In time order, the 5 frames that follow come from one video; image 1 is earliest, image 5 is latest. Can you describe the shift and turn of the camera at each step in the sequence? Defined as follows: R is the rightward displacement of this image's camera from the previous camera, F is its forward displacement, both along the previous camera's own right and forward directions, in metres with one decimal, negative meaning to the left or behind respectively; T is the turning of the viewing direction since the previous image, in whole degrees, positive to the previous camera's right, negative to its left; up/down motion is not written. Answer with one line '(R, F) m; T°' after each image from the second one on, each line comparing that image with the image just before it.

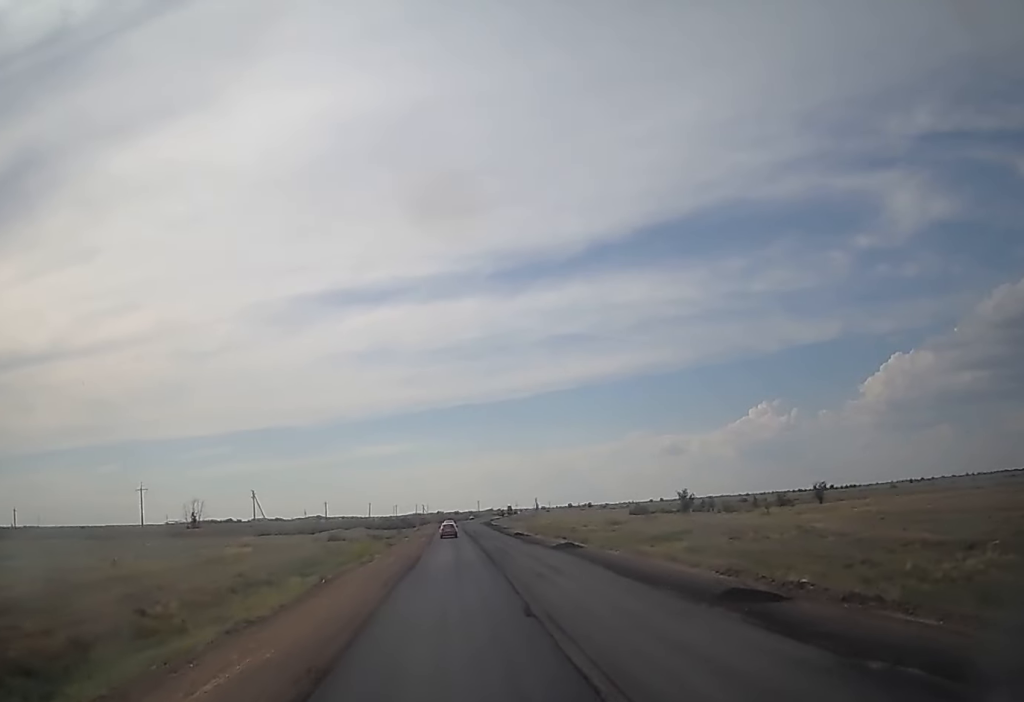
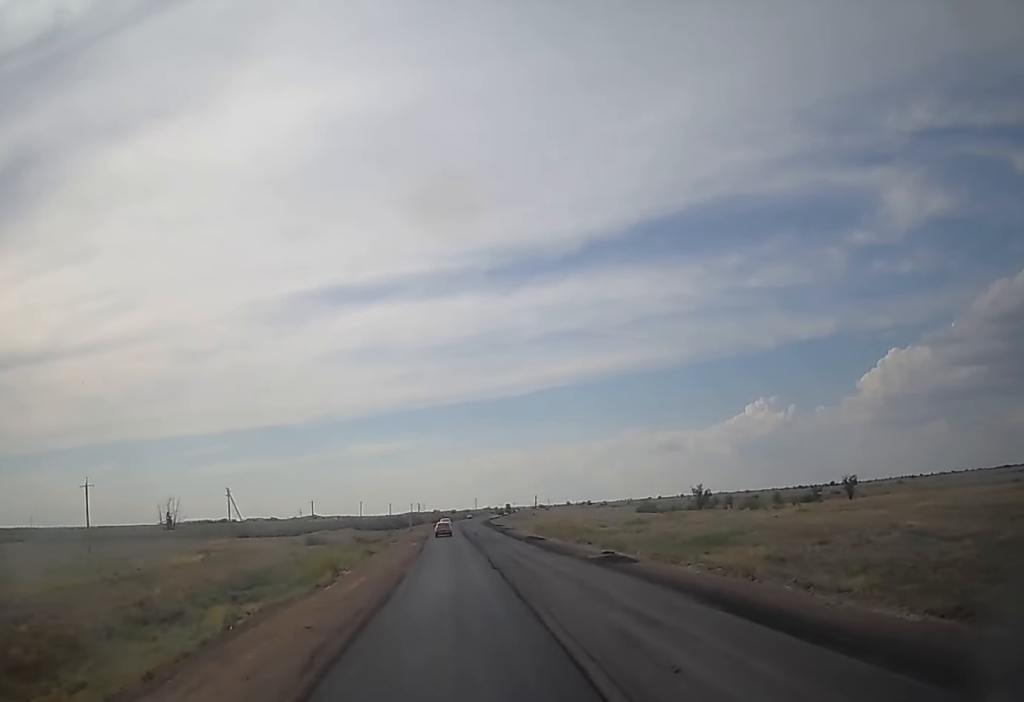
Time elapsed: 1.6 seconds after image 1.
(+0.5, +18.6) m; -1°
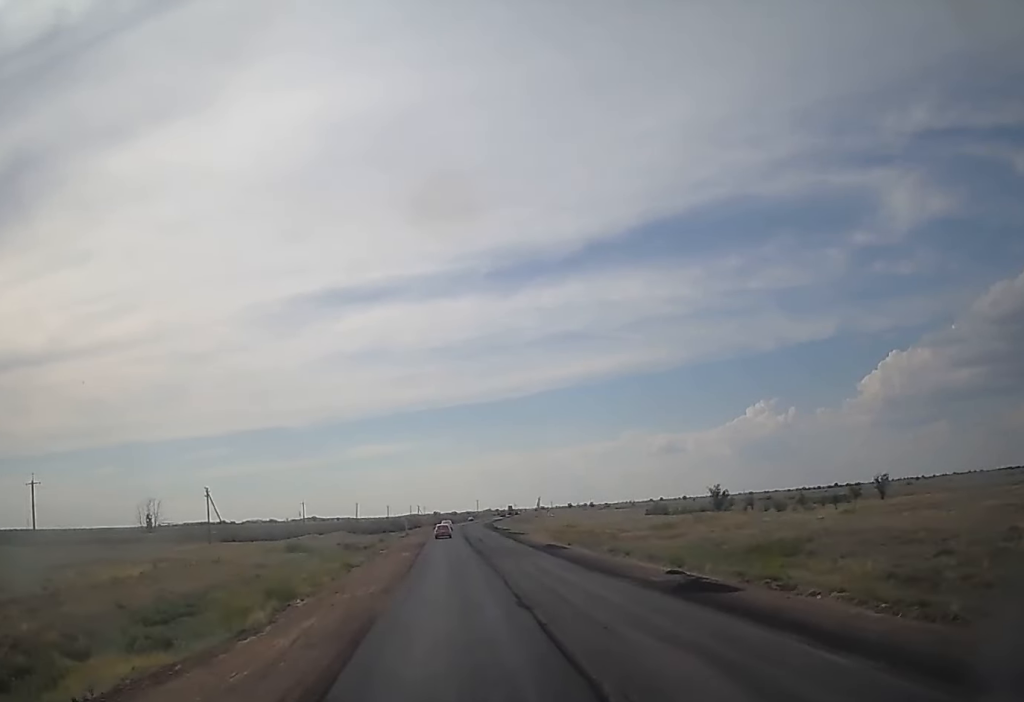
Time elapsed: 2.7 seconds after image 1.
(-0.6, +13.7) m; -3°
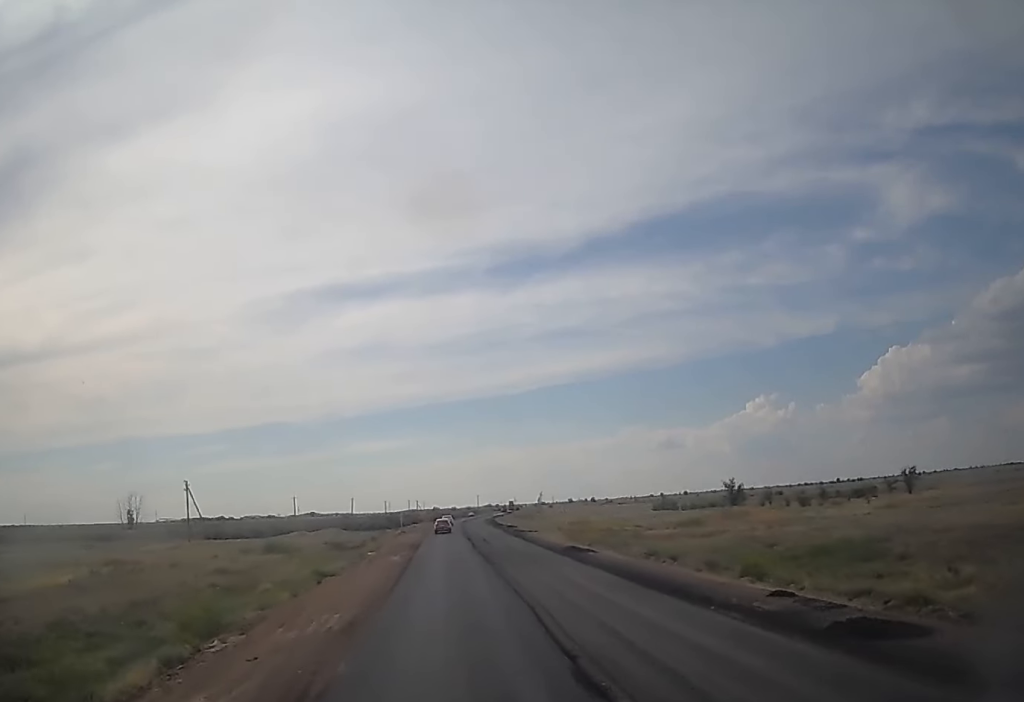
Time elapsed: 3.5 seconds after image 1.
(-0.1, +10.7) m; 0°
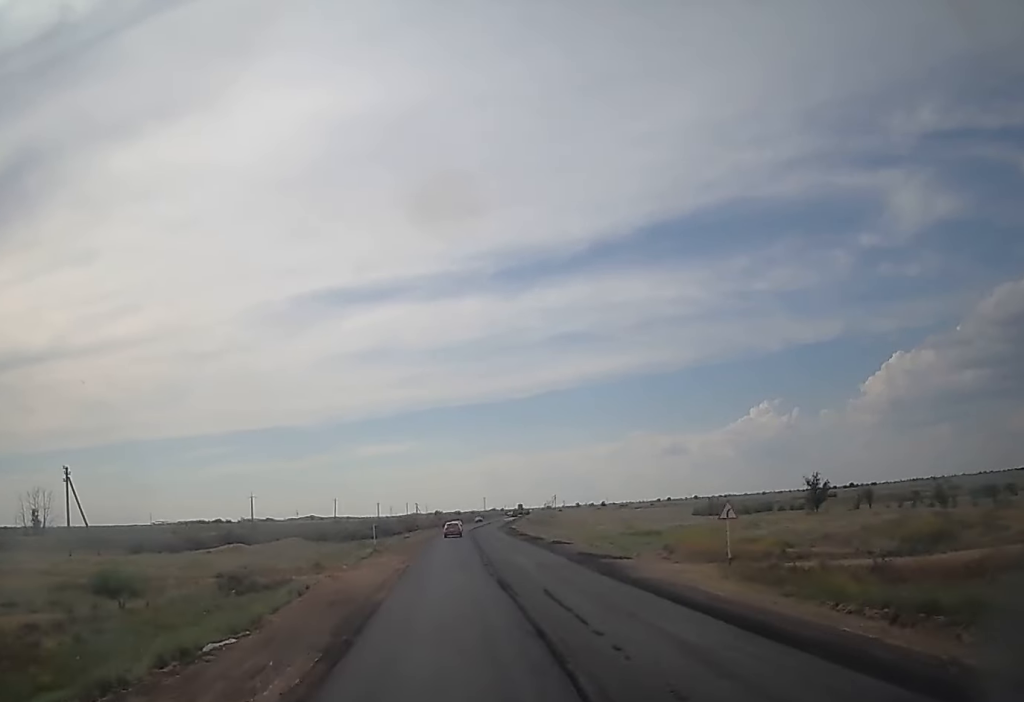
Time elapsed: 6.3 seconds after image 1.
(+0.9, +40.8) m; +1°
